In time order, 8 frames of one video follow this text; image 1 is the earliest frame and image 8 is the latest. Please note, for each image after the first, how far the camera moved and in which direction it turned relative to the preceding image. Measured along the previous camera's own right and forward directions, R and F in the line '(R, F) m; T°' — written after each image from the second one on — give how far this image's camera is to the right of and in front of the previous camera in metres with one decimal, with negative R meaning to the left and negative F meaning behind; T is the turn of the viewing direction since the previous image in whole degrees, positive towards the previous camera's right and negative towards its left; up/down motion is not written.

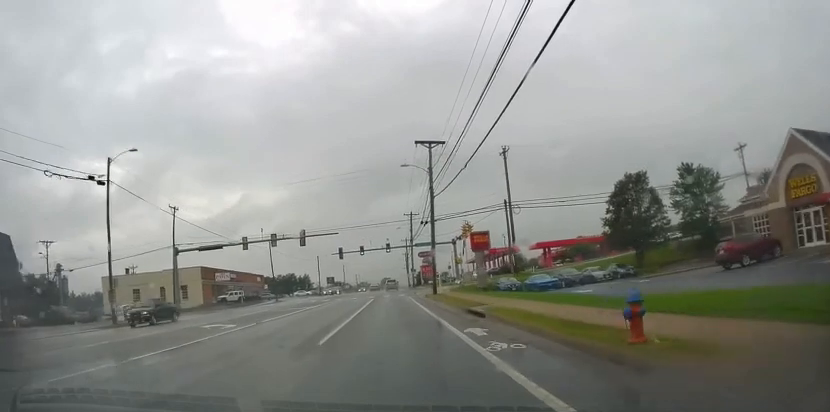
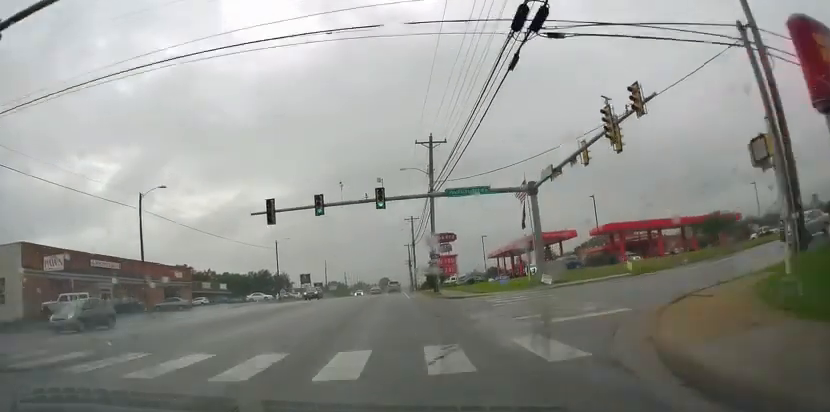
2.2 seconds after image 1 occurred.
(-0.3, +40.7) m; -2°
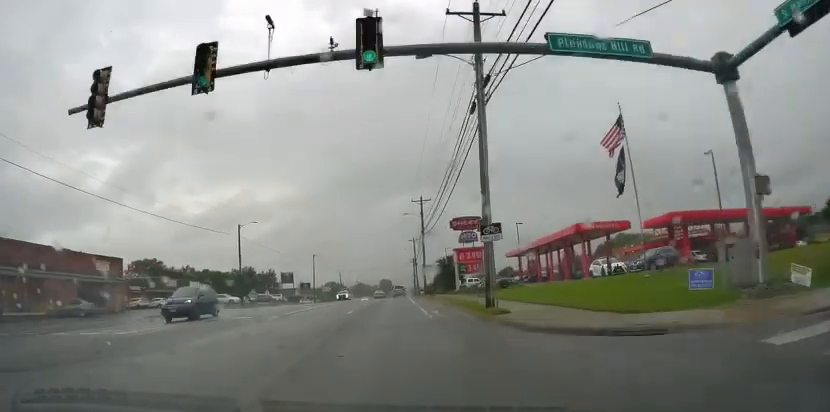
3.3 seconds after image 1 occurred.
(0.0, +19.7) m; +1°
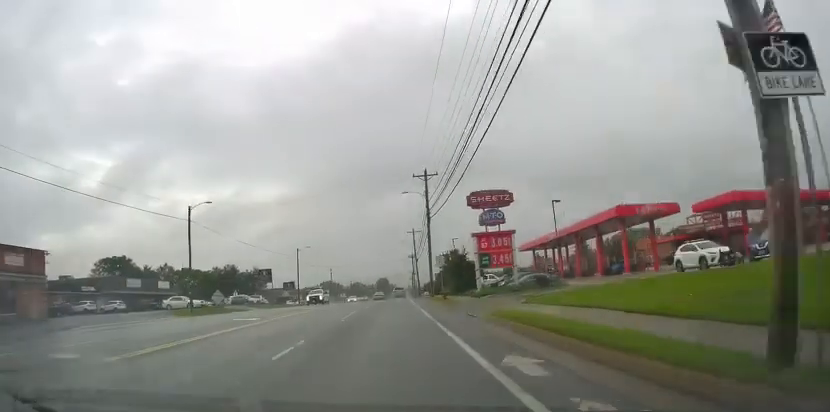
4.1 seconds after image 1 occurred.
(+0.3, +13.8) m; +1°
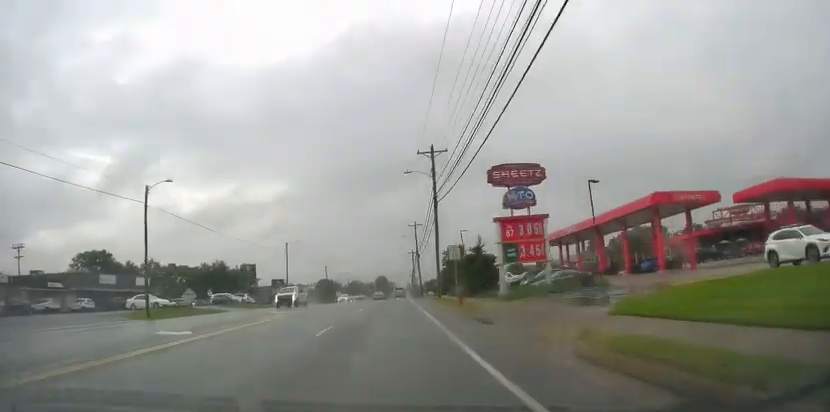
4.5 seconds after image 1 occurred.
(-0.1, +8.0) m; 0°
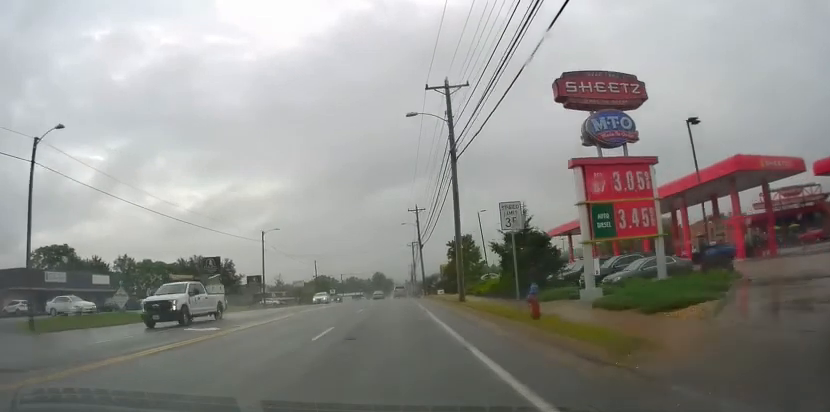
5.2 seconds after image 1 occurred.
(-0.1, +13.0) m; 0°
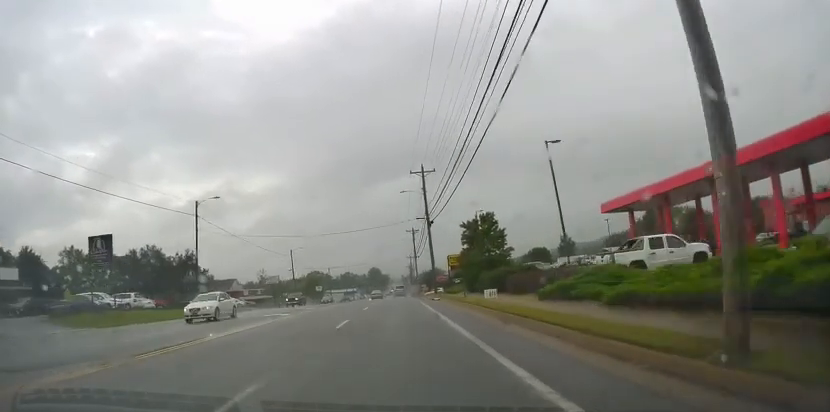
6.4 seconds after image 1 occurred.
(+0.2, +21.0) m; +1°
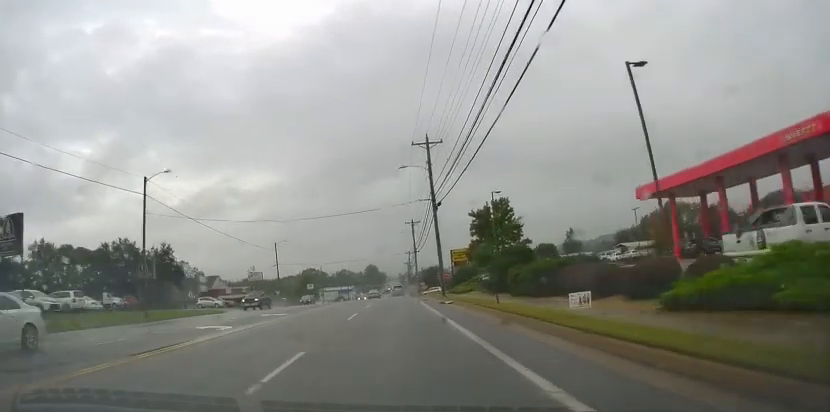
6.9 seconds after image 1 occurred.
(+0.2, +9.4) m; 0°
